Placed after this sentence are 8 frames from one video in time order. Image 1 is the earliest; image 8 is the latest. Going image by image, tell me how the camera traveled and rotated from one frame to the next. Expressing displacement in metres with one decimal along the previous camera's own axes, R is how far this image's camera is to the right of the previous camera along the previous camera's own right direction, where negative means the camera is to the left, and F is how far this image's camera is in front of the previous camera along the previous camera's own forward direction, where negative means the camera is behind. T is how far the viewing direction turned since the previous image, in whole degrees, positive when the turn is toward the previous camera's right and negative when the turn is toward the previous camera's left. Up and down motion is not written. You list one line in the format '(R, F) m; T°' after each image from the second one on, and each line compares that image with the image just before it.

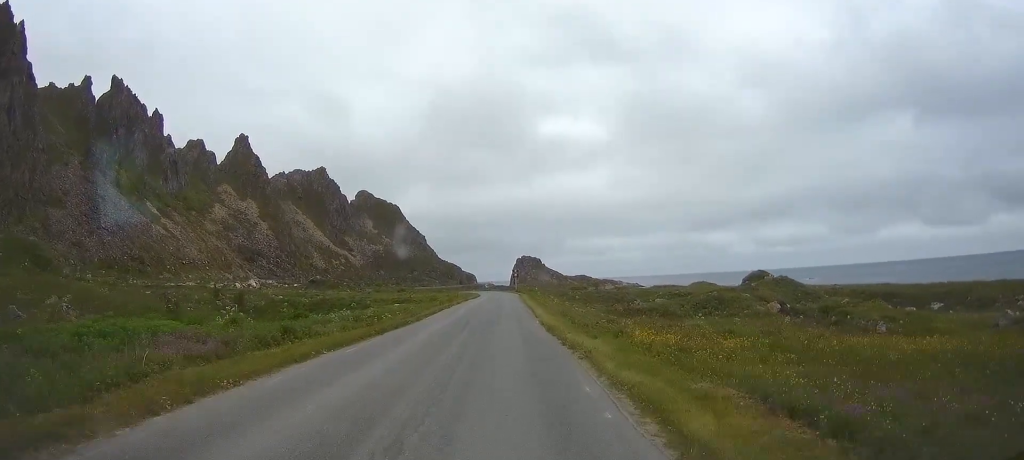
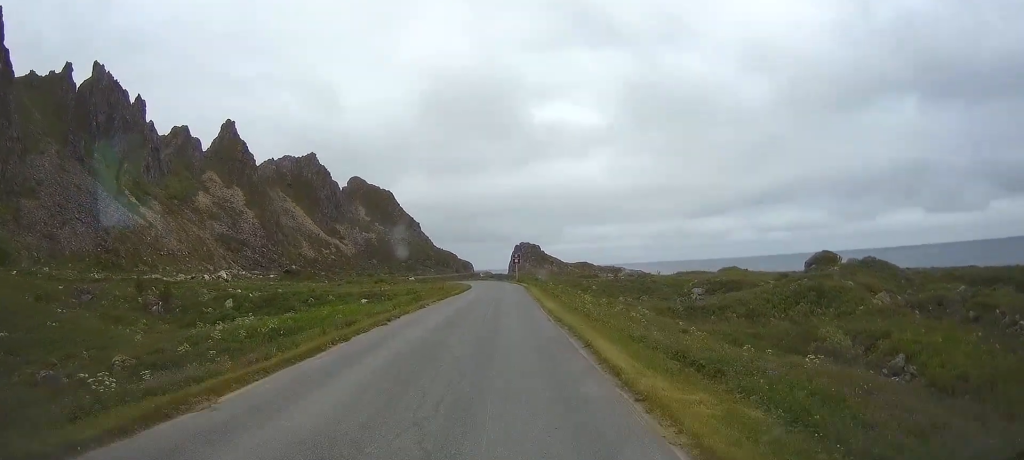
(-0.5, +28.7) m; -1°
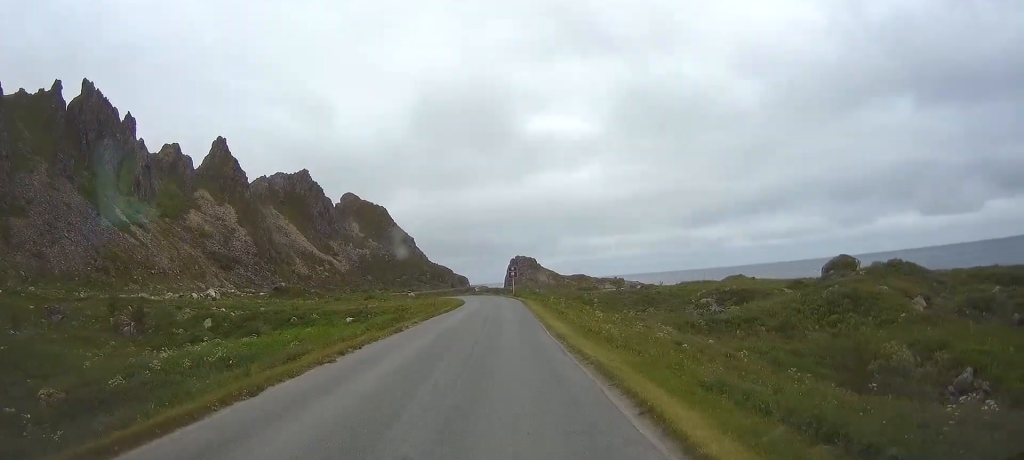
(+0.1, +7.0) m; 0°
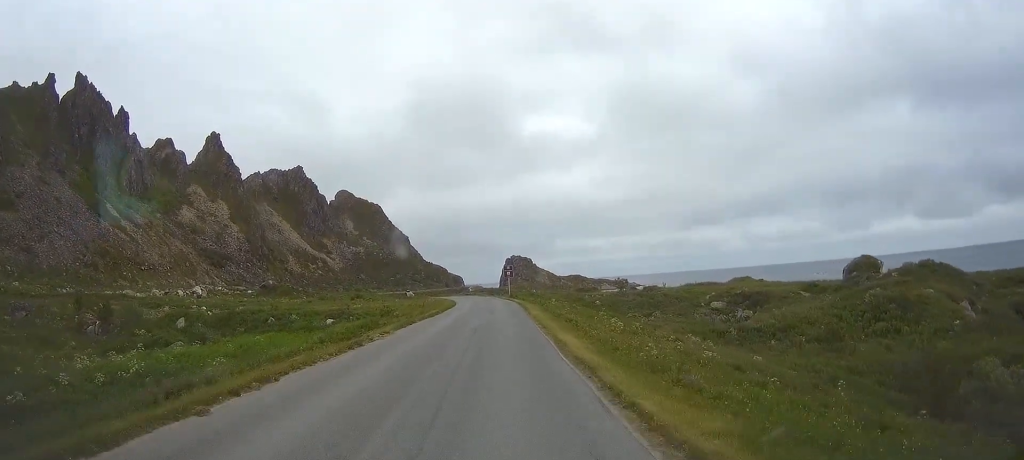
(+0.1, +7.6) m; +1°
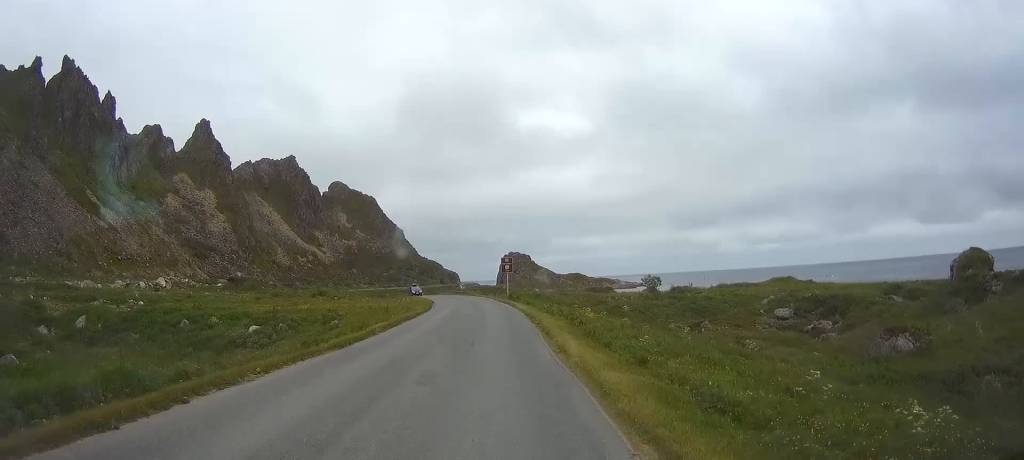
(+0.1, +24.8) m; 0°
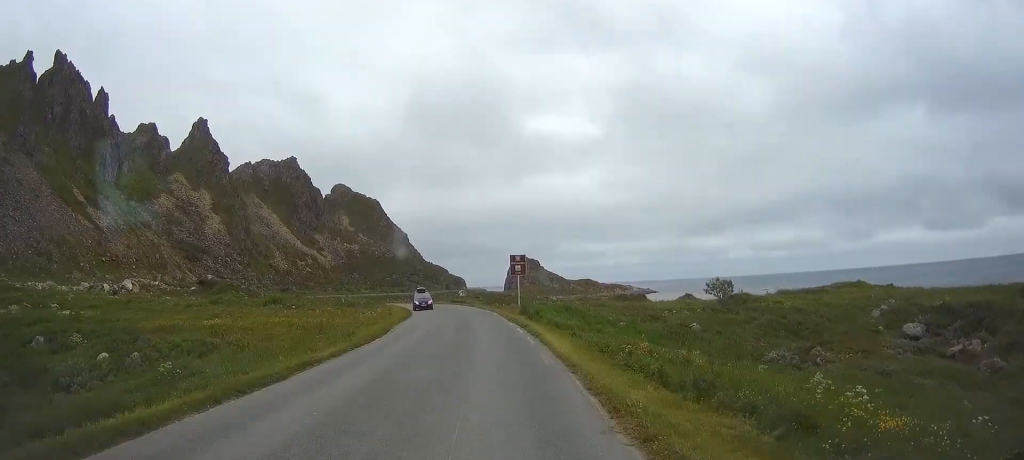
(0.0, +24.9) m; 0°
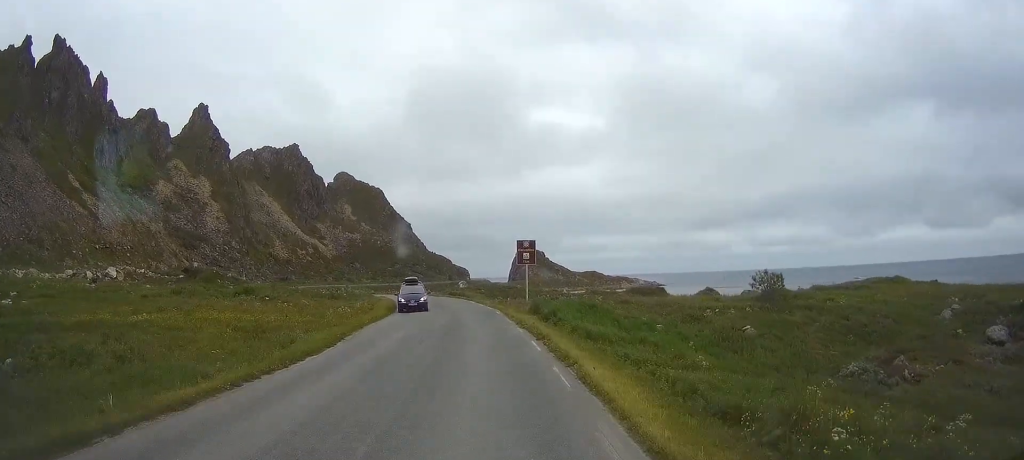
(-0.1, +10.5) m; -1°
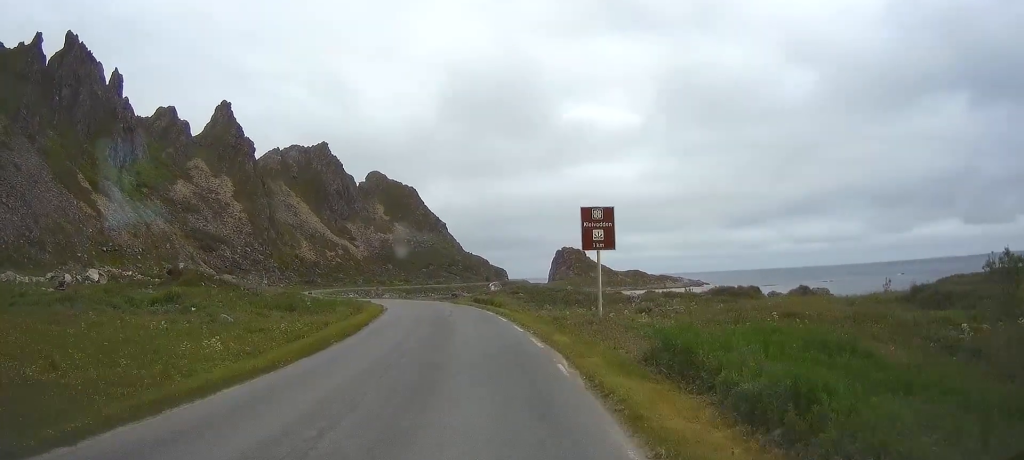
(-0.6, +24.6) m; -3°
